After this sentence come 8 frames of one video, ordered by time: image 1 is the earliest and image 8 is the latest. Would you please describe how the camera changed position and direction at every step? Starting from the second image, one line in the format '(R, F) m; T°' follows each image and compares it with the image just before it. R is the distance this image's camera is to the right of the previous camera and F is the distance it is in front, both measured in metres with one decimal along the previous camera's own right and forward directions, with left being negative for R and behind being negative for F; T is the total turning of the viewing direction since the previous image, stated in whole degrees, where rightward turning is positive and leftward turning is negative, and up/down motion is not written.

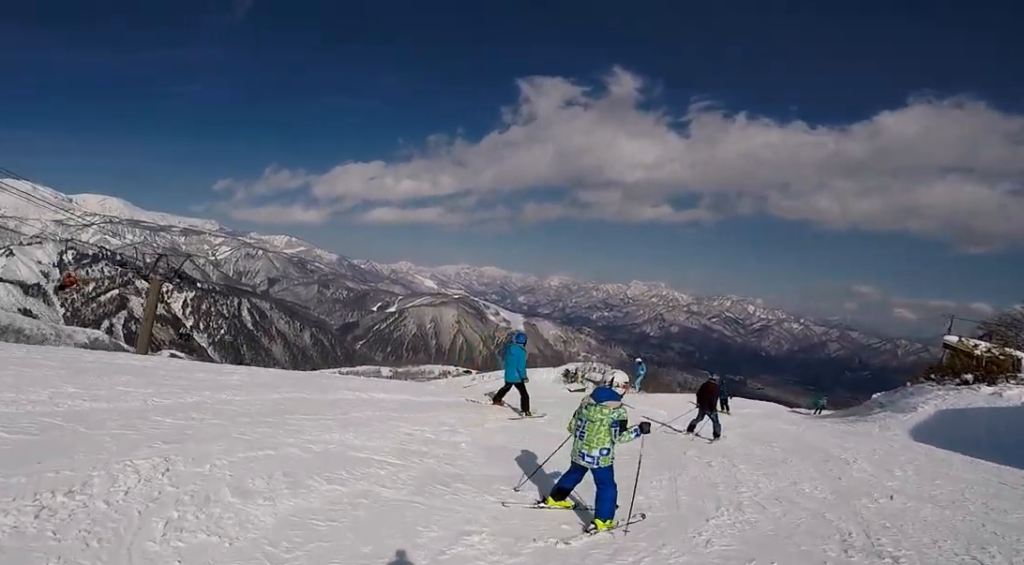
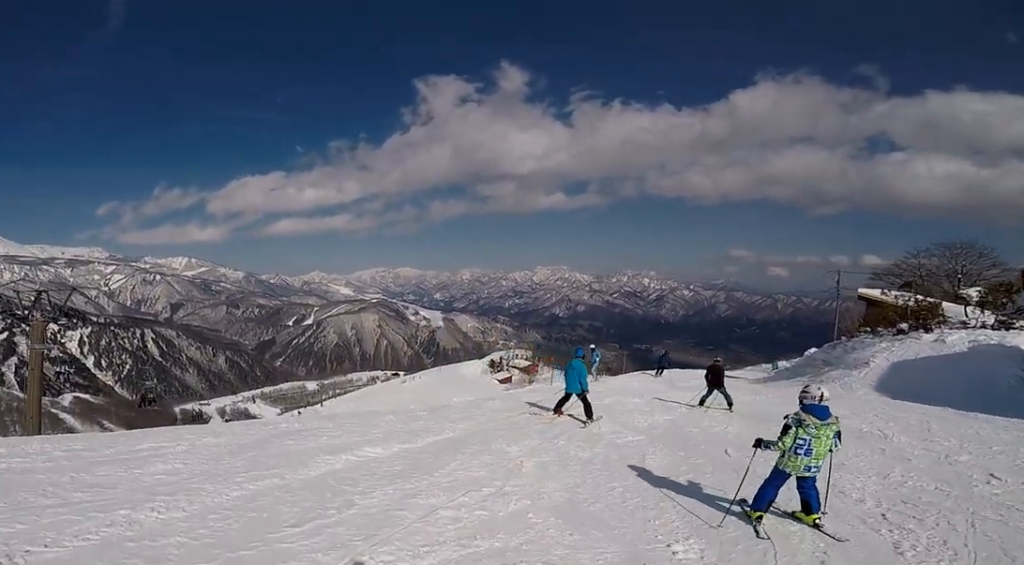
(+0.2, +2.3) m; +21°
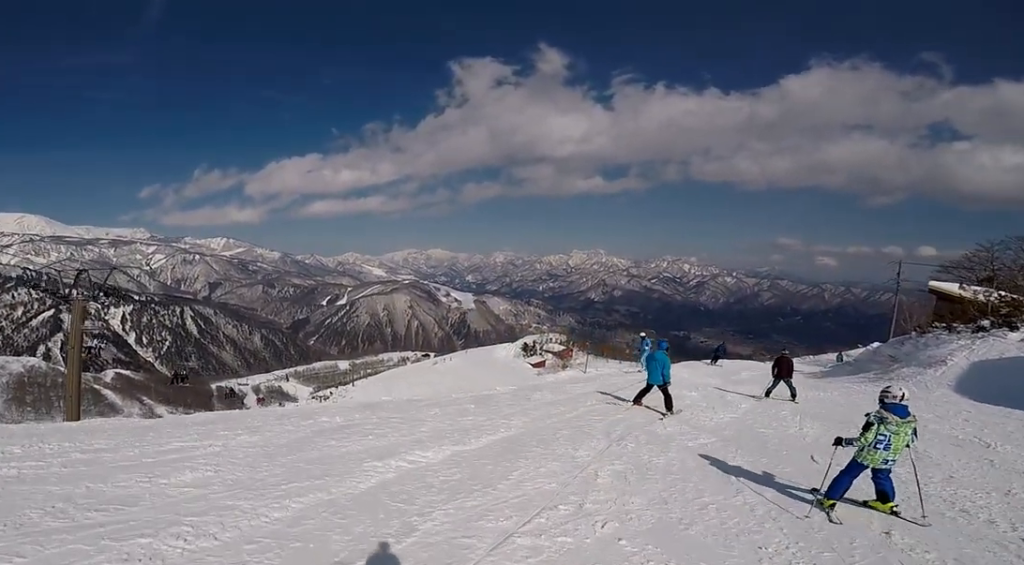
(+0.1, +0.9) m; +5°
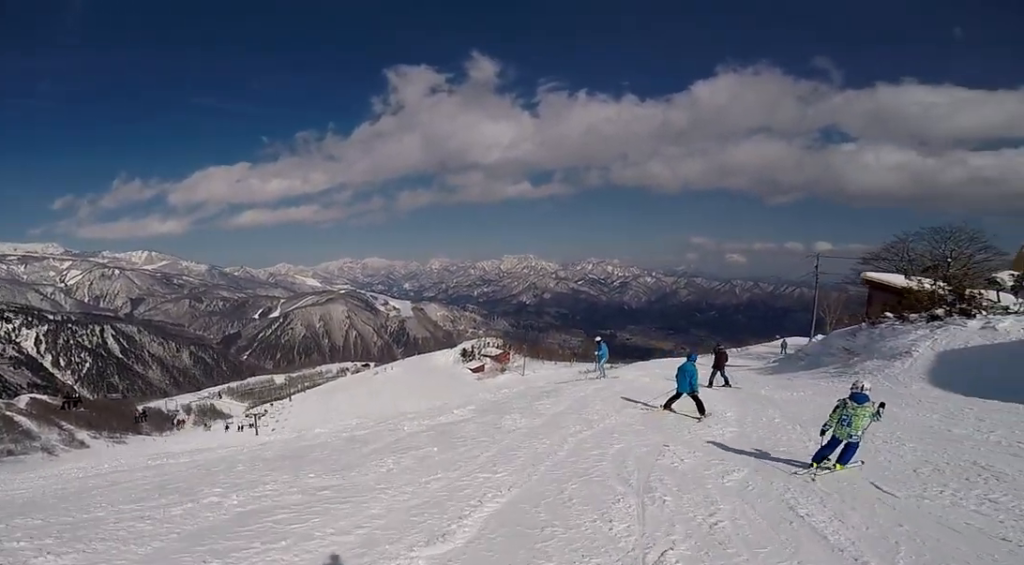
(-0.1, +2.7) m; +5°
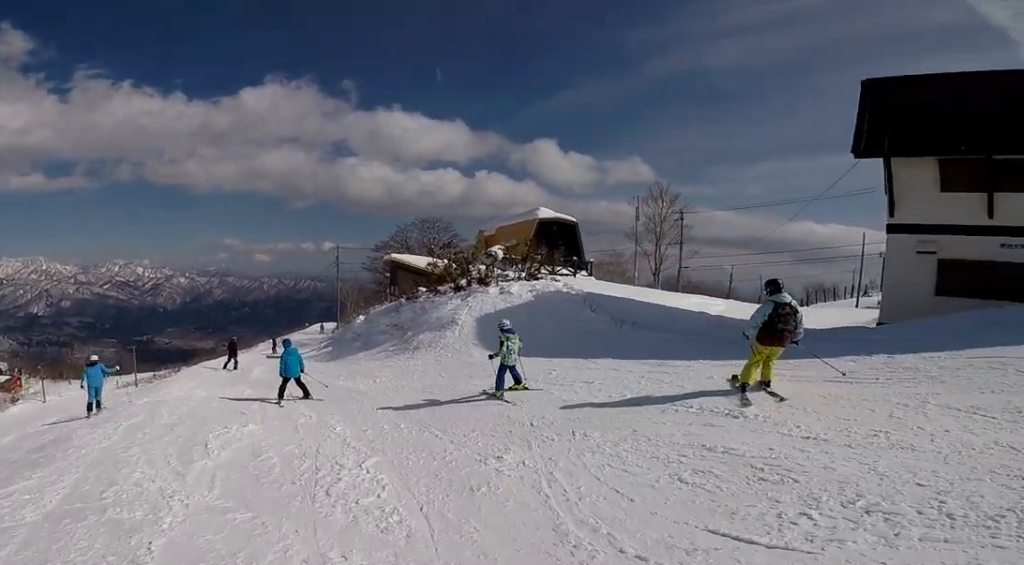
(+2.4, +3.9) m; +57°
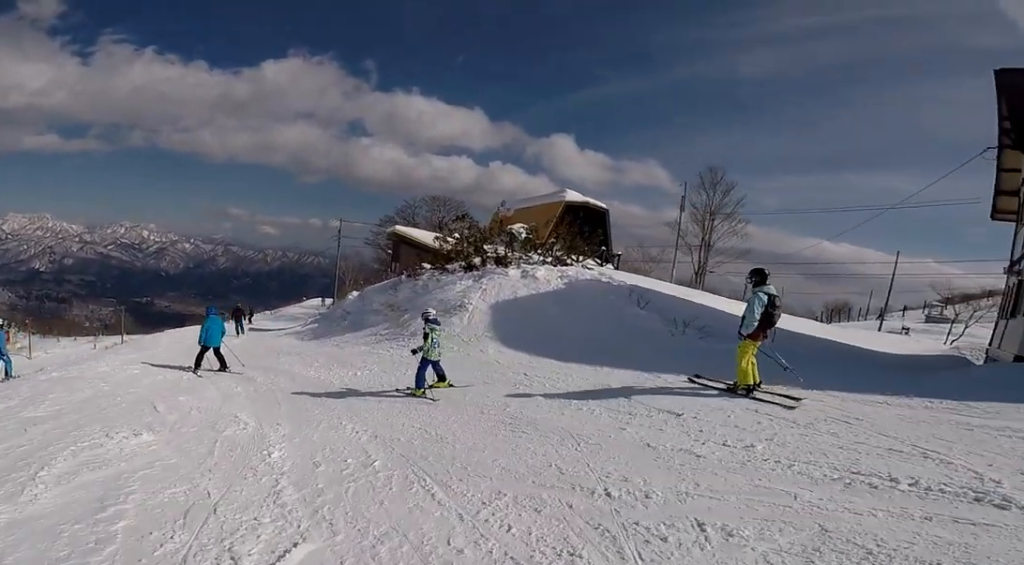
(+0.5, +3.0) m; -12°
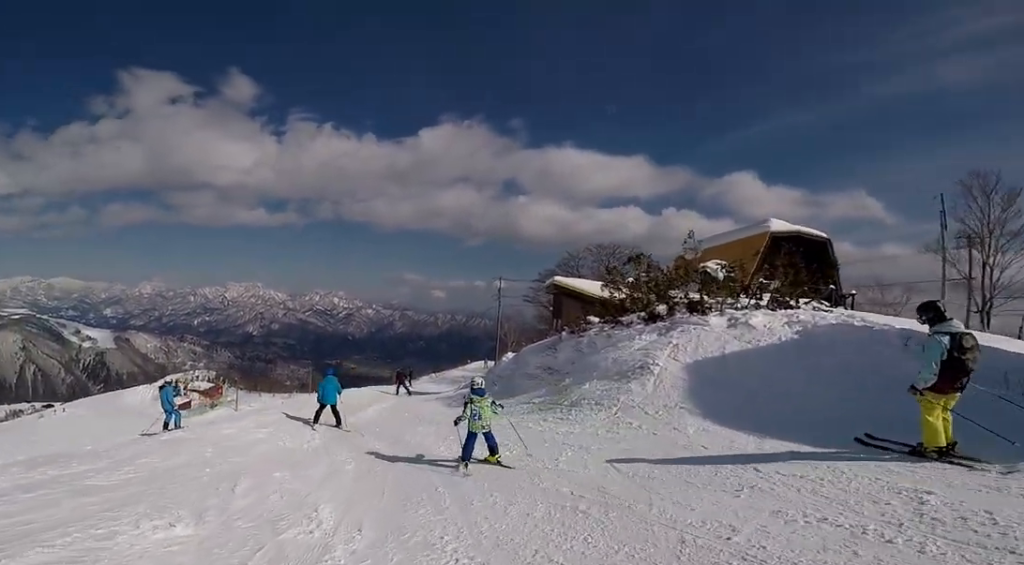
(-0.6, +2.4) m; -27°
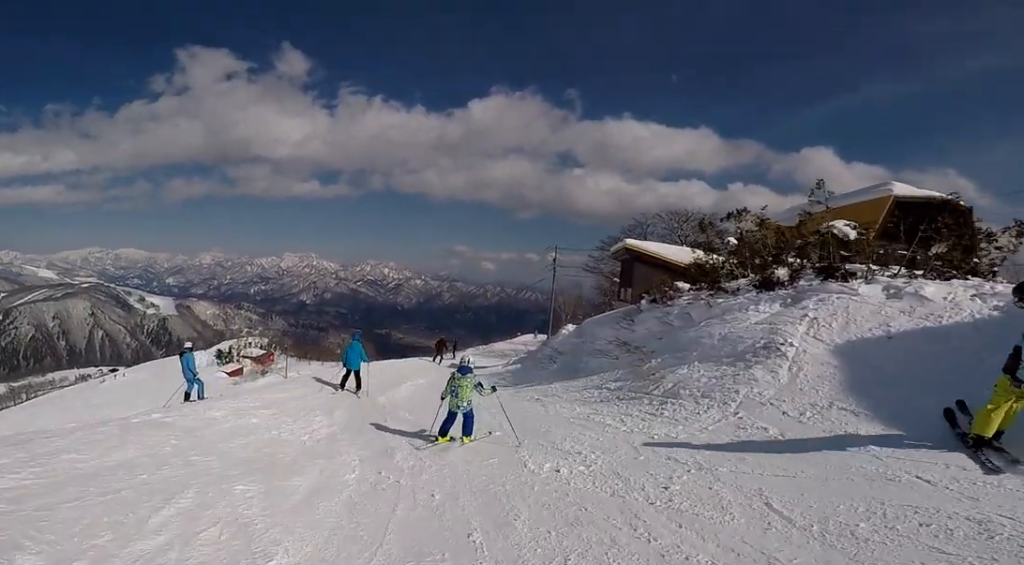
(-0.6, +2.1) m; -12°
